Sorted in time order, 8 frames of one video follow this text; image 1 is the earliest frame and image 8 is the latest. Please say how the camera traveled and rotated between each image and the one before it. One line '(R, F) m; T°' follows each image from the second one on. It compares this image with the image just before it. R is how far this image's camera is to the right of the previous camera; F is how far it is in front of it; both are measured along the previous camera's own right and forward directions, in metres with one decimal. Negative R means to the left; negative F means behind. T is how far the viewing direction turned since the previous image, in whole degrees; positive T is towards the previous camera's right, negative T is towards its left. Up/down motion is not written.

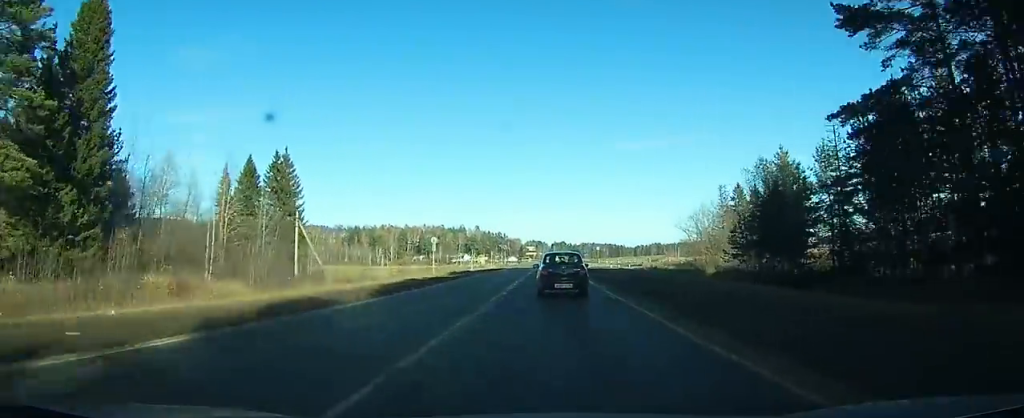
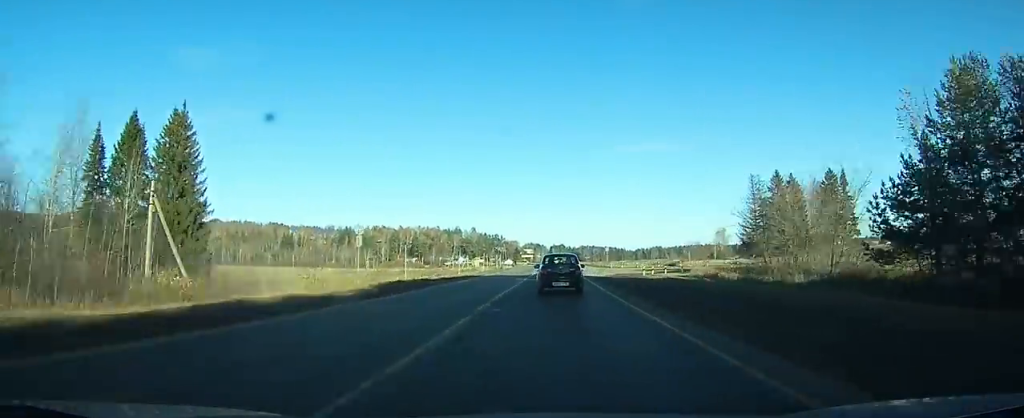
(+0.3, +25.0) m; 0°
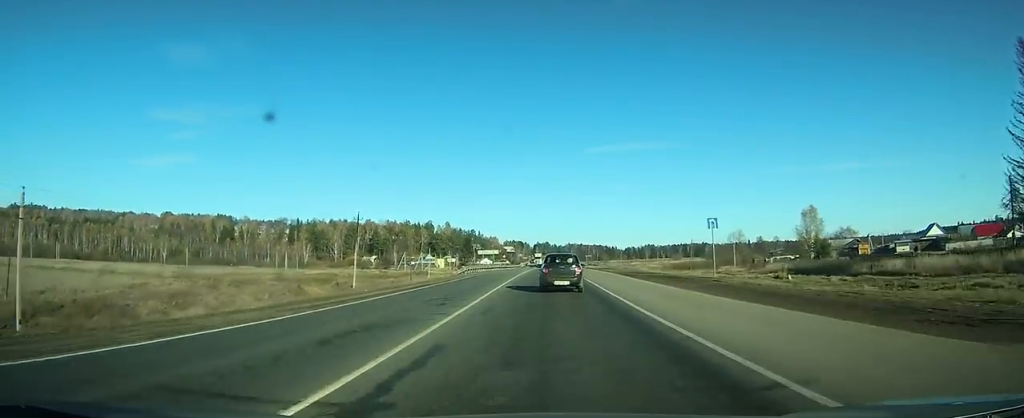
(+1.2, +82.9) m; +2°
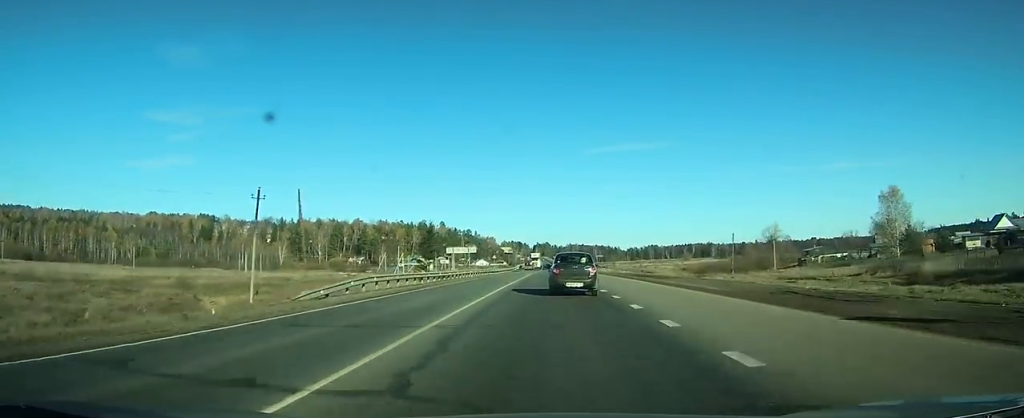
(+0.2, +32.3) m; +1°
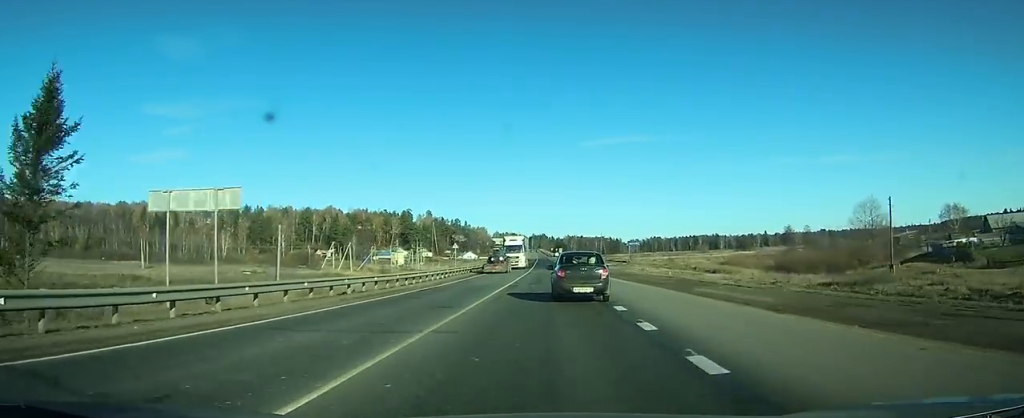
(+0.5, +56.7) m; +1°
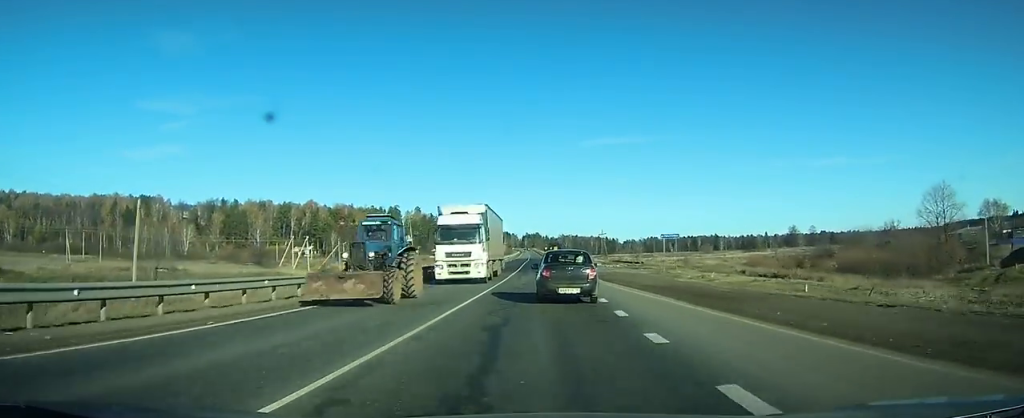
(-0.1, +26.5) m; 0°
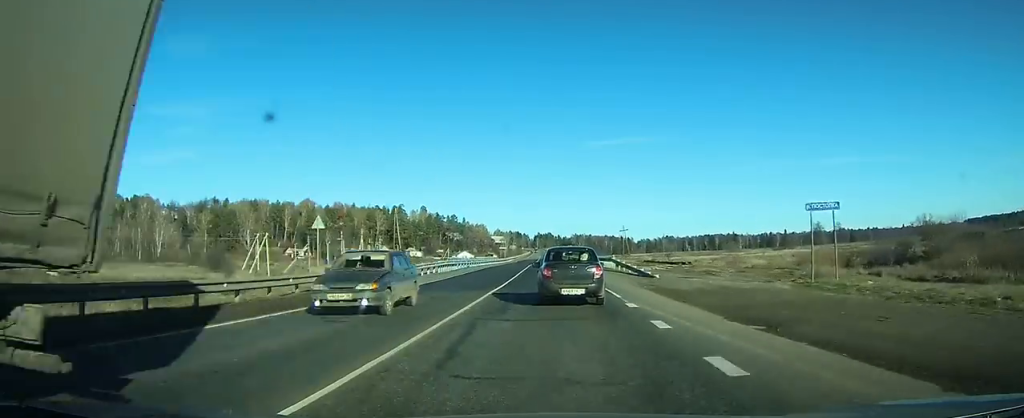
(-0.1, +27.1) m; 0°
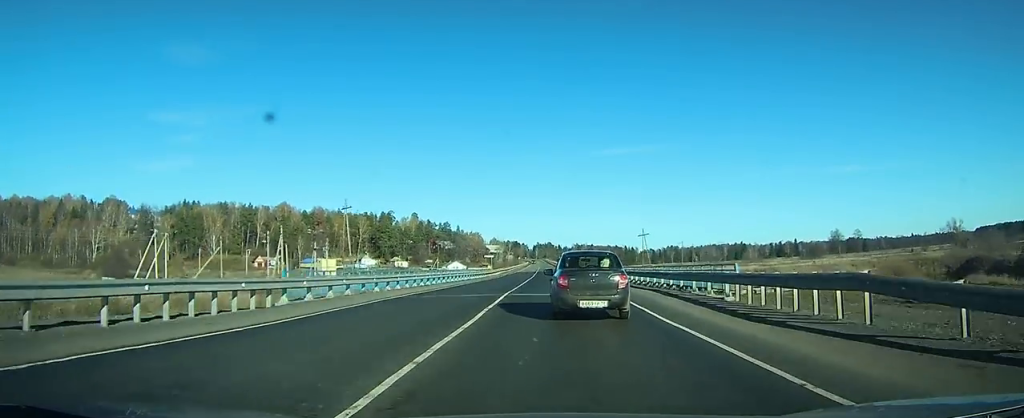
(-0.2, +35.8) m; -1°
